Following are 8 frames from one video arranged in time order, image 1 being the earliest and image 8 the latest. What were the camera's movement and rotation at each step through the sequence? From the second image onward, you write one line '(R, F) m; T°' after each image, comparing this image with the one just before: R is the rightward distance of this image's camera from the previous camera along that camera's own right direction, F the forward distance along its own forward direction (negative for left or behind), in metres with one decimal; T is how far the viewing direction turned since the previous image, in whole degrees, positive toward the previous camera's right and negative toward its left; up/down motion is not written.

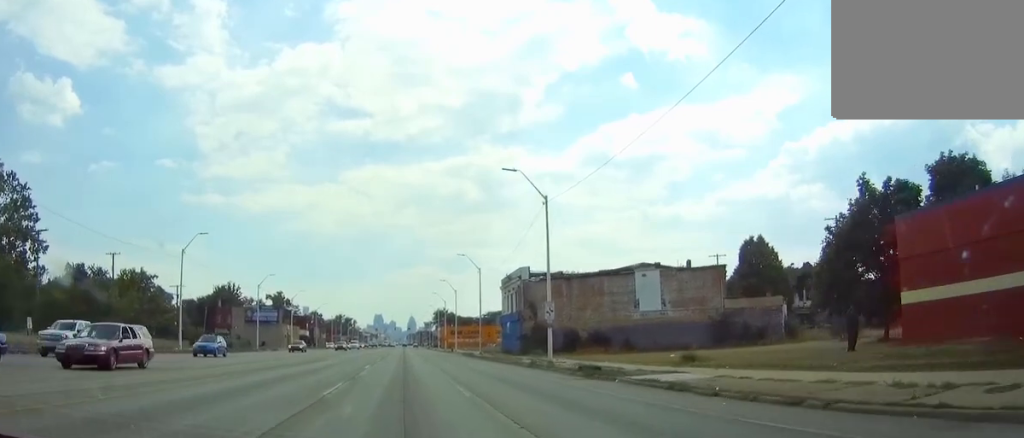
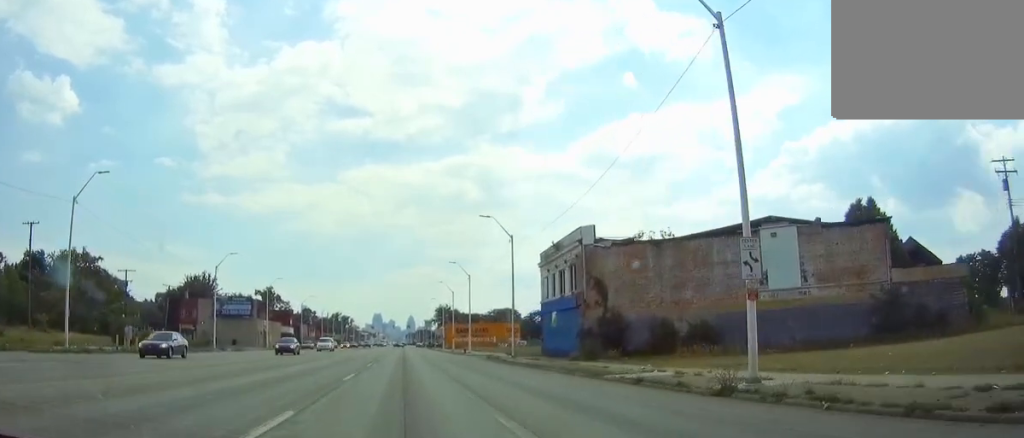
(-0.1, +26.4) m; 0°
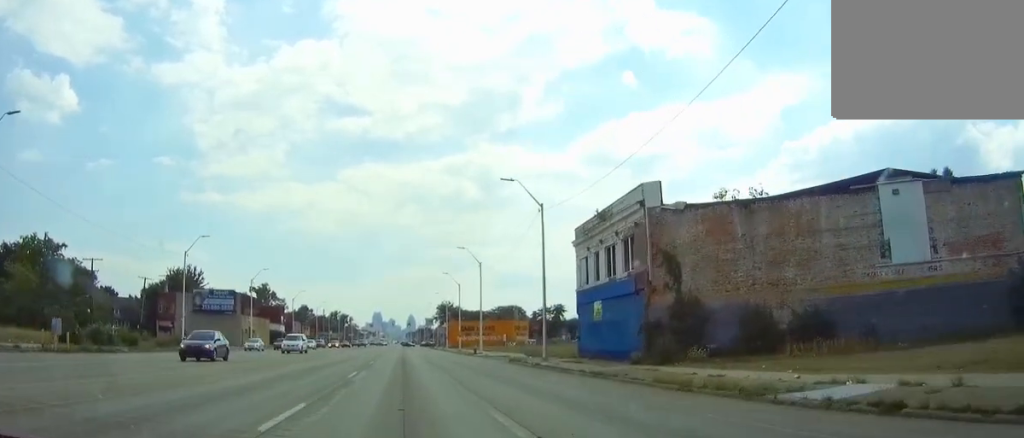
(-0.1, +13.1) m; 0°
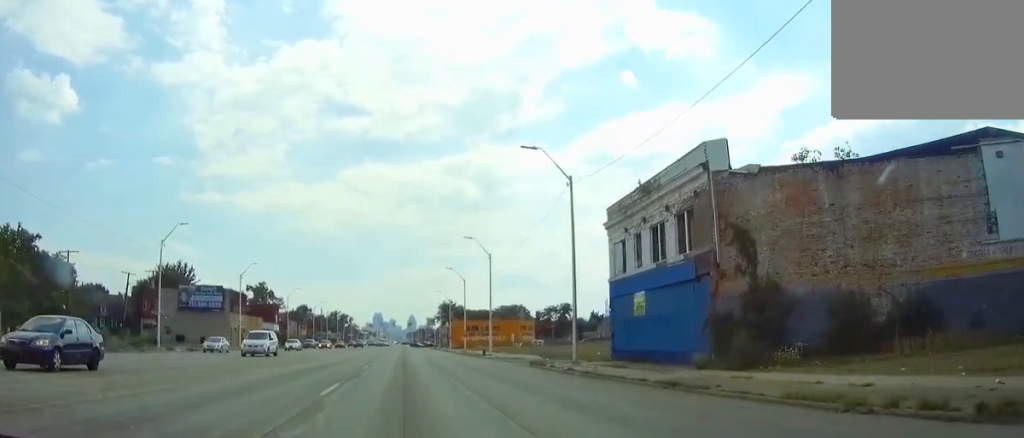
(0.0, +8.5) m; 0°
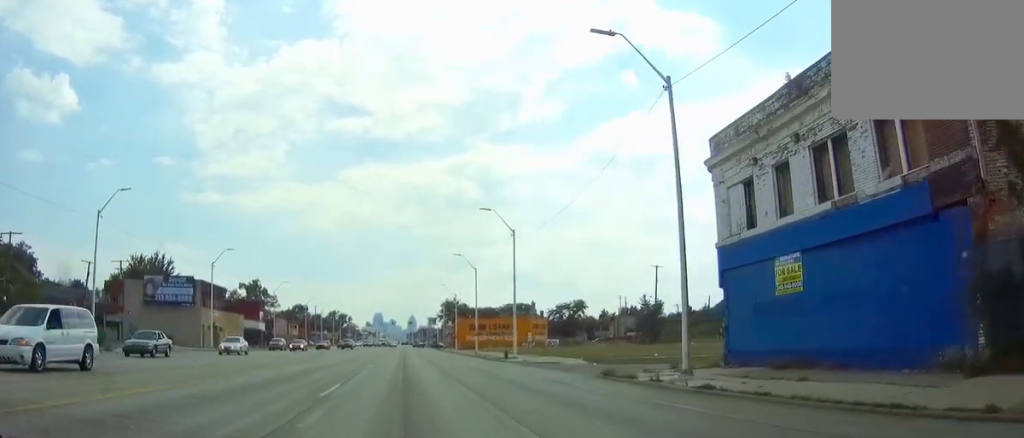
(+0.1, +16.1) m; 0°
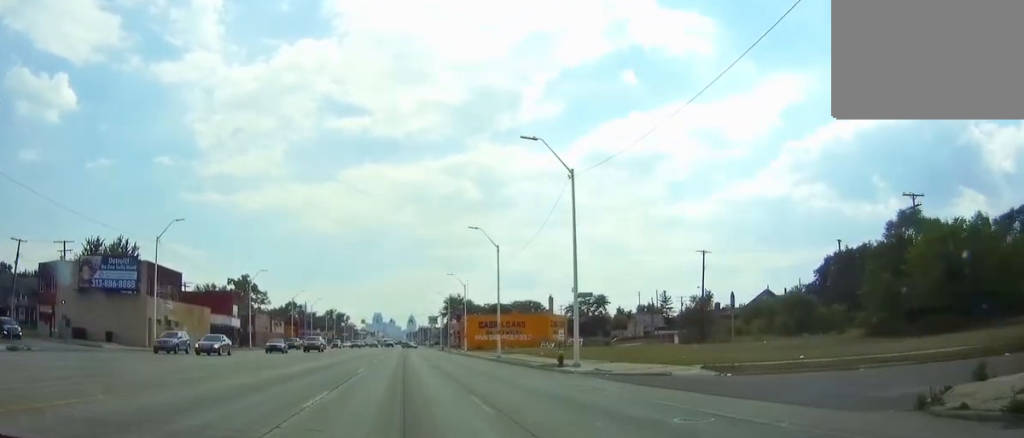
(-0.1, +20.9) m; 0°
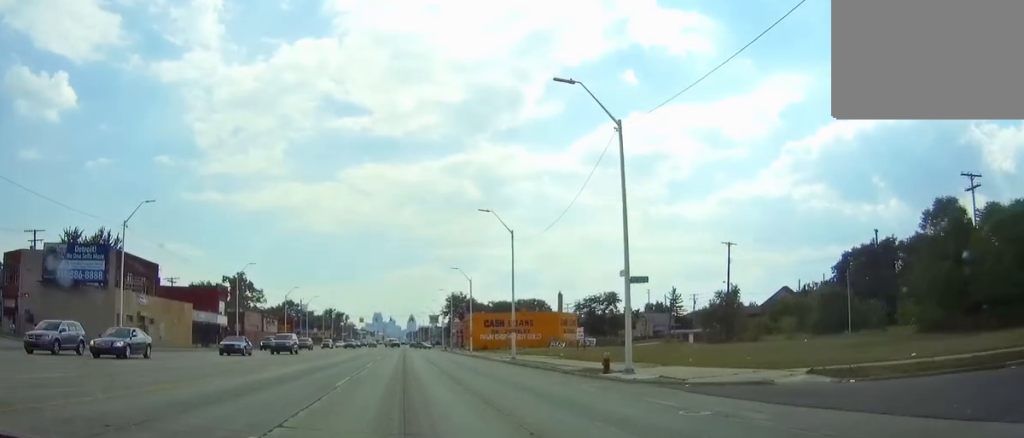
(+0.1, +9.0) m; 0°
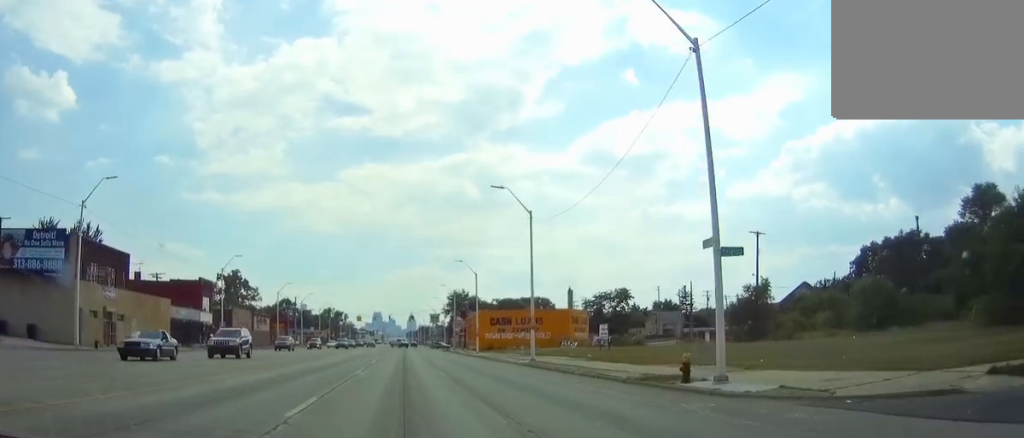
(0.0, +8.6) m; 0°
